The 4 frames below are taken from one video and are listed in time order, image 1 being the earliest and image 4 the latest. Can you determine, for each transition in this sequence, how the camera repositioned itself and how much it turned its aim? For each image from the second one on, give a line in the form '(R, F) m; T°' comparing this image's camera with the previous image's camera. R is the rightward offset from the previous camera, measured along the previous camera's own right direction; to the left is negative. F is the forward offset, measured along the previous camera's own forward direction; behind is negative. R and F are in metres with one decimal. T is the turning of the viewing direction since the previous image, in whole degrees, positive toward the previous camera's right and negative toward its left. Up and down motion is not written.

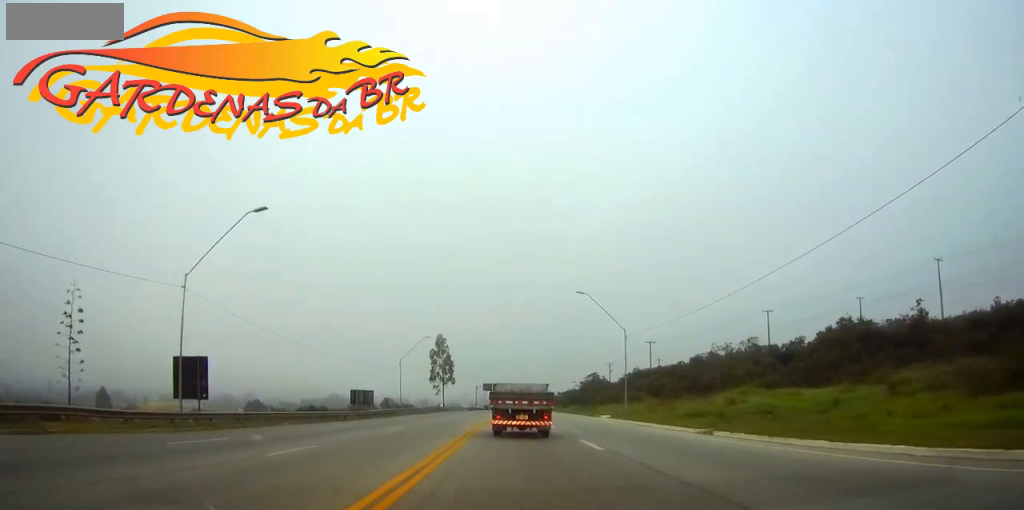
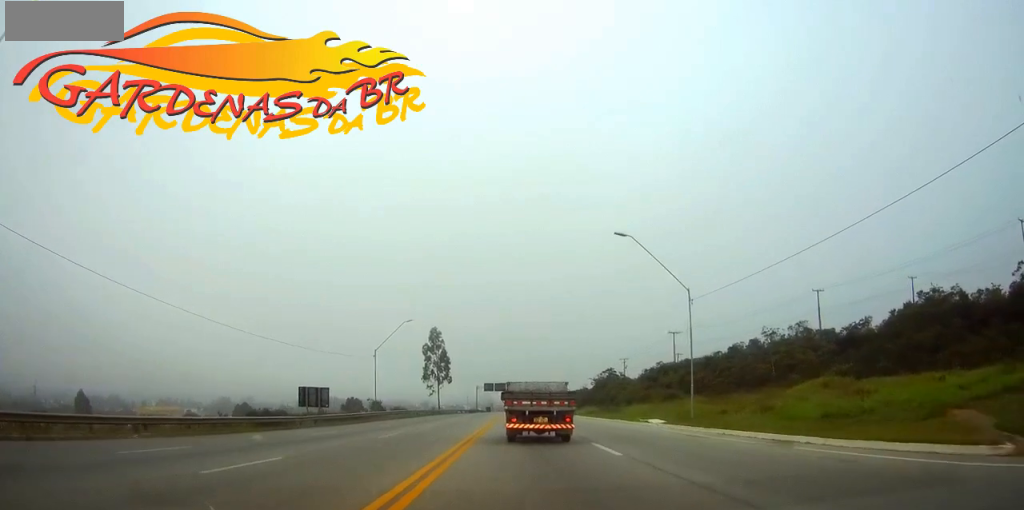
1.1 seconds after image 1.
(0.0, +19.0) m; 0°
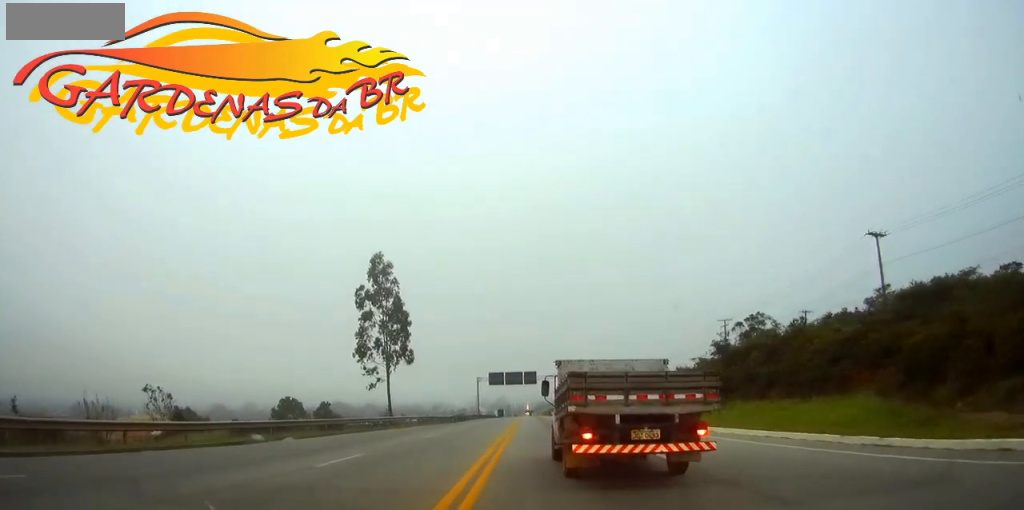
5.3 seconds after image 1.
(-0.1, +74.1) m; -1°
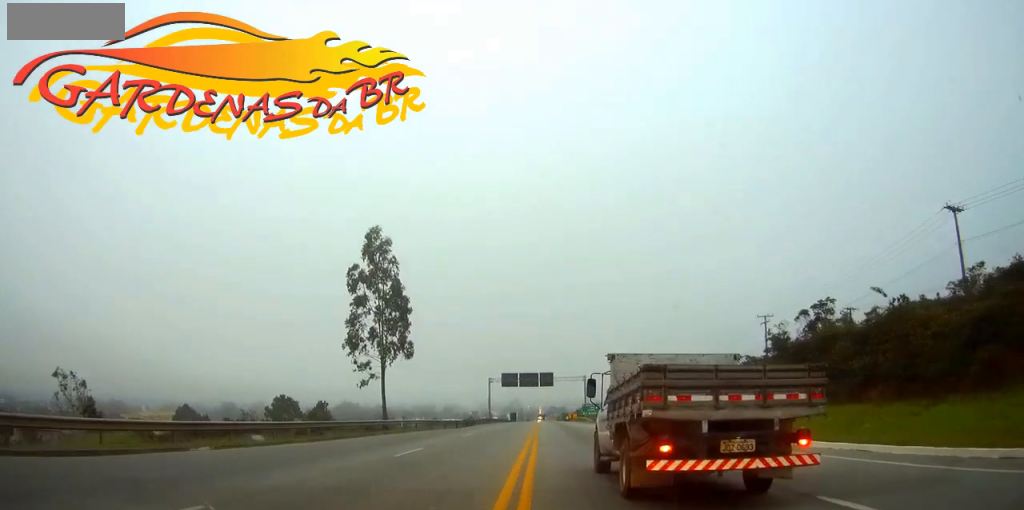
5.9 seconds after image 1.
(-0.1, +11.2) m; 0°
